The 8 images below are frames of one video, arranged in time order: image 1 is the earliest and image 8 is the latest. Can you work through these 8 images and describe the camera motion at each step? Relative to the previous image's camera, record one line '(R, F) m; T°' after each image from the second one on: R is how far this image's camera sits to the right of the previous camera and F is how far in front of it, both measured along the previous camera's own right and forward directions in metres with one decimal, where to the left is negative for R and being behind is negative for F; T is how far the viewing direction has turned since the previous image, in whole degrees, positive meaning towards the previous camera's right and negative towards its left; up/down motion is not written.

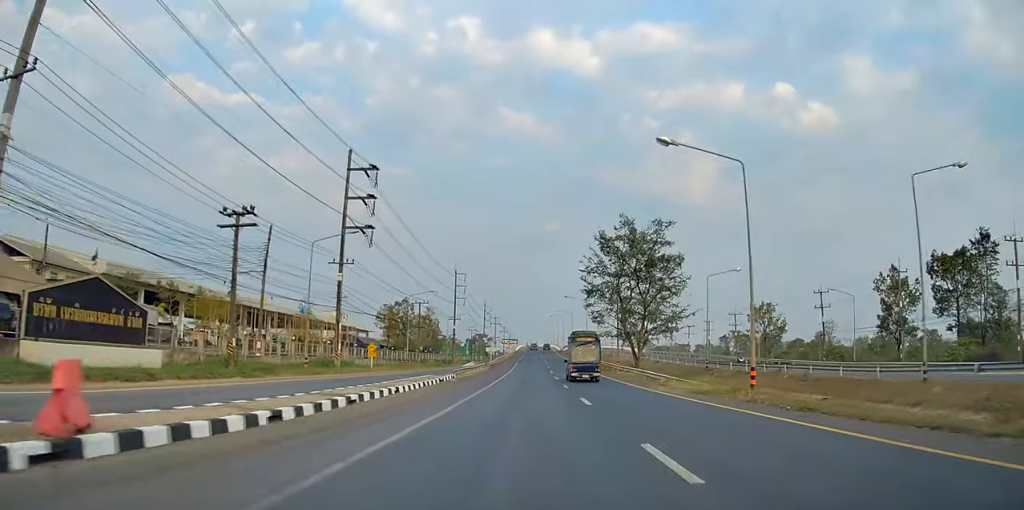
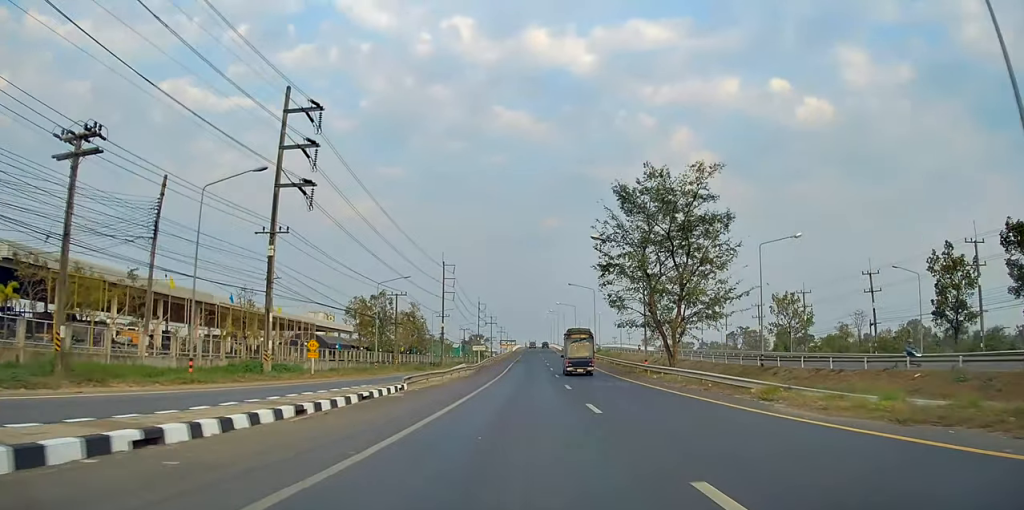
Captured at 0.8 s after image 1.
(0.0, +15.3) m; 0°
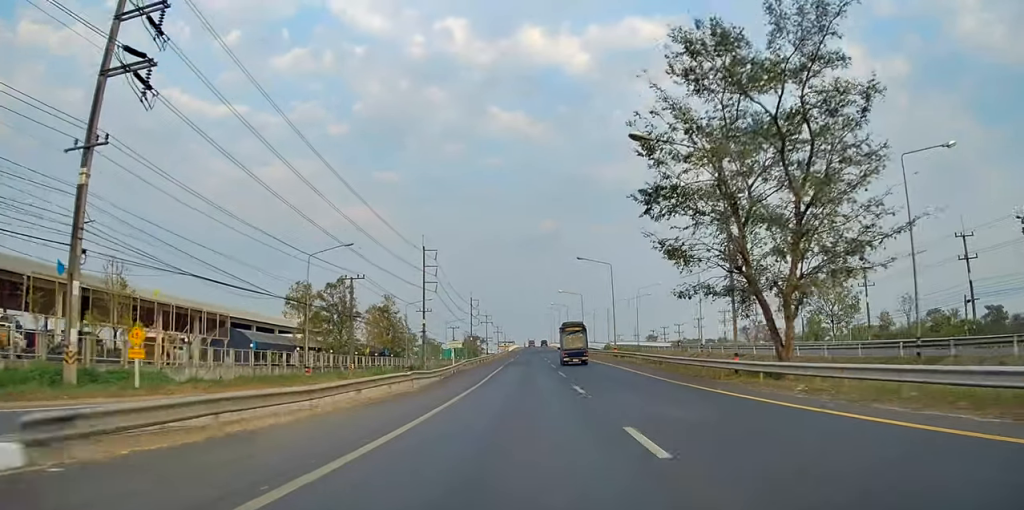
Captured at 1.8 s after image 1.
(+0.1, +19.5) m; +1°
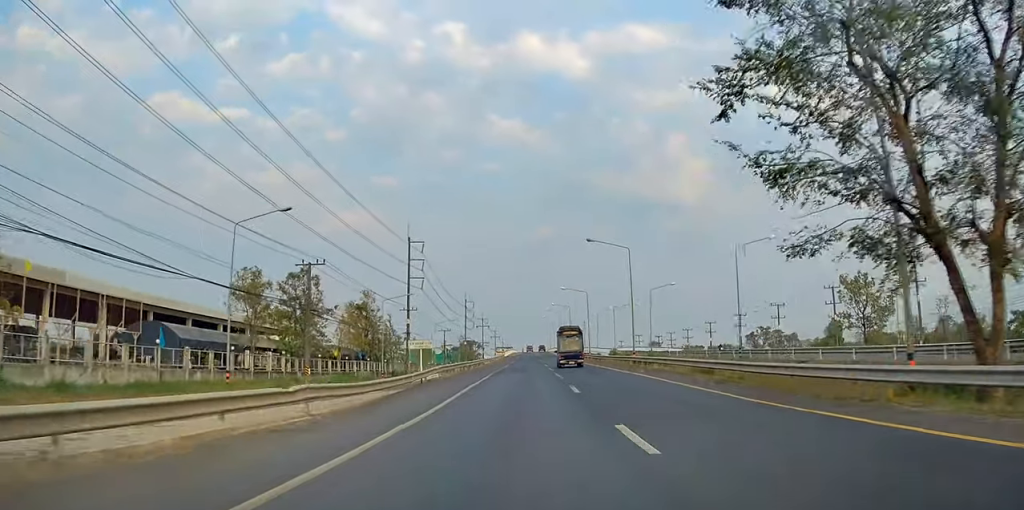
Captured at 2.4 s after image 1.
(0.0, +11.7) m; +1°
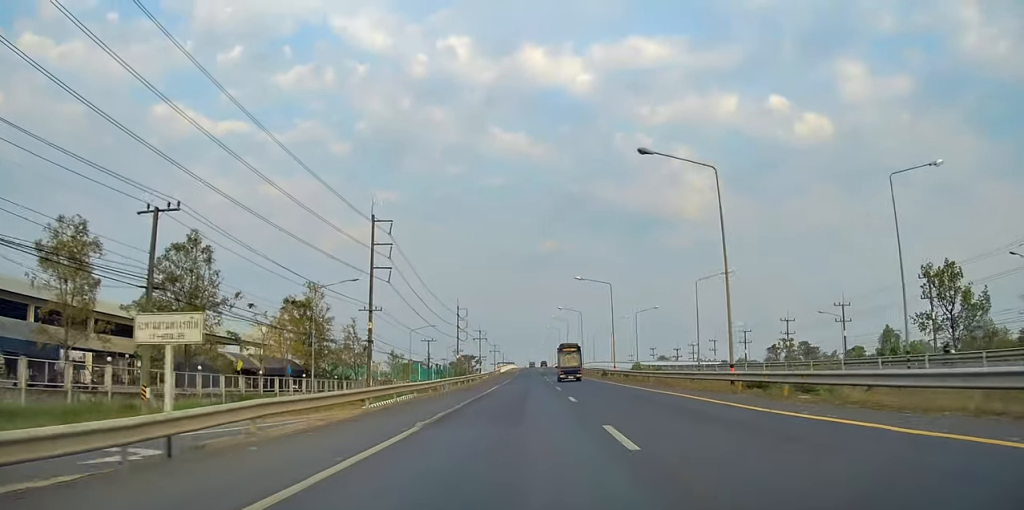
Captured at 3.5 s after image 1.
(+0.6, +22.7) m; 0°
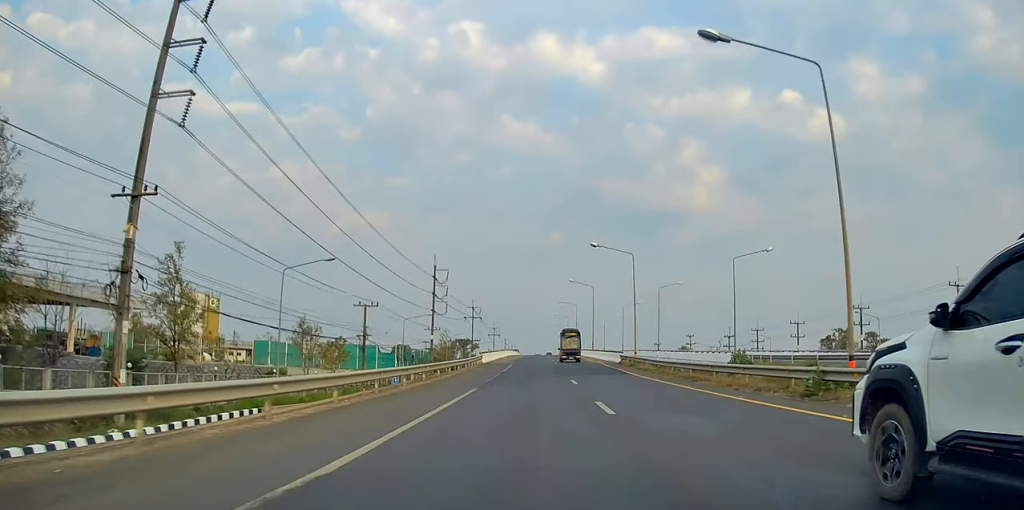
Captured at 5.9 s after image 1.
(-0.8, +45.0) m; +1°
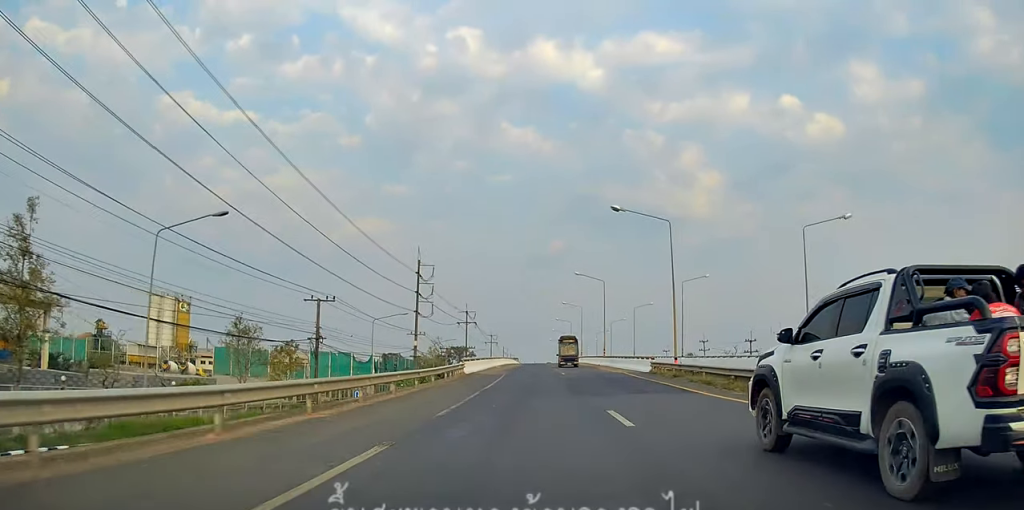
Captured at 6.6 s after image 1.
(+0.3, +14.1) m; +1°
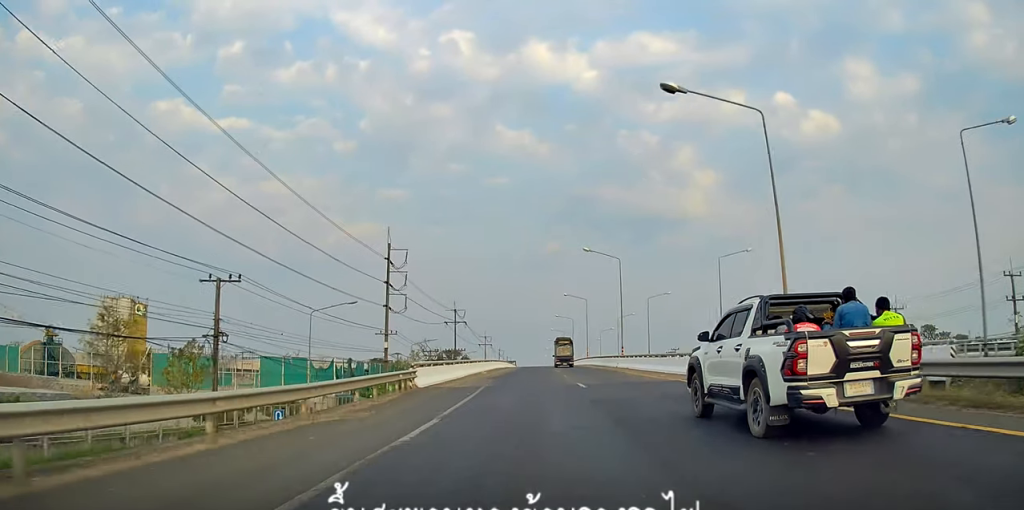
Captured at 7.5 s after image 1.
(-0.2, +16.7) m; -3°
